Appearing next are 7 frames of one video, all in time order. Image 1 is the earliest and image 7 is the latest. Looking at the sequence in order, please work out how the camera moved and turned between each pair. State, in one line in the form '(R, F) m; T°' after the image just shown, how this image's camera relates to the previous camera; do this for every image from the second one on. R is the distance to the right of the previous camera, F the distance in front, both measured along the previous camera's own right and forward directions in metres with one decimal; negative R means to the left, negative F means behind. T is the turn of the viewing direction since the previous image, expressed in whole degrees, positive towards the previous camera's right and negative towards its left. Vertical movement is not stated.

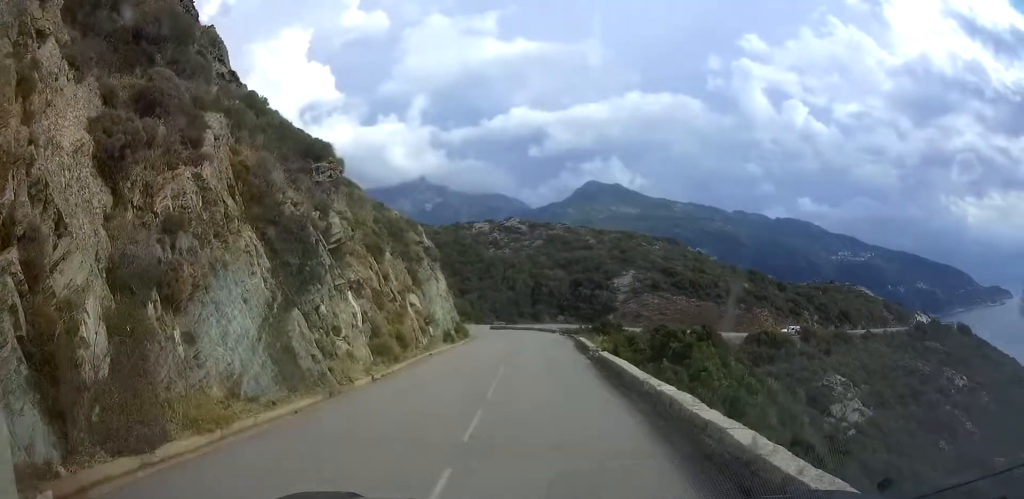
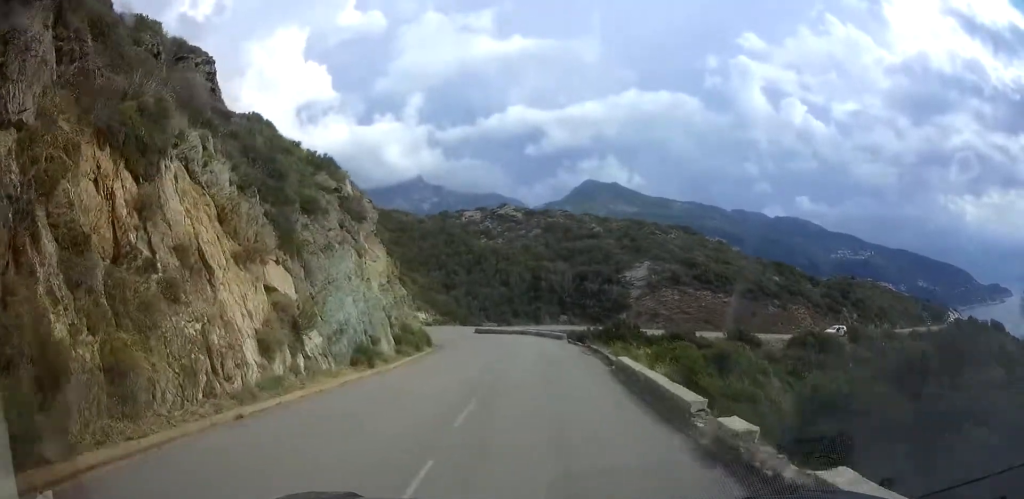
(+0.2, +17.3) m; -3°
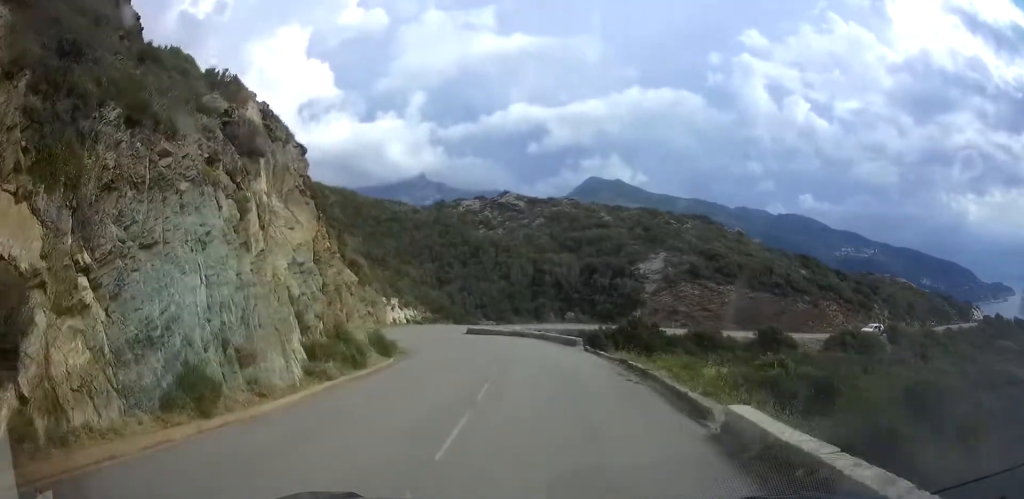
(-0.5, +10.0) m; -7°
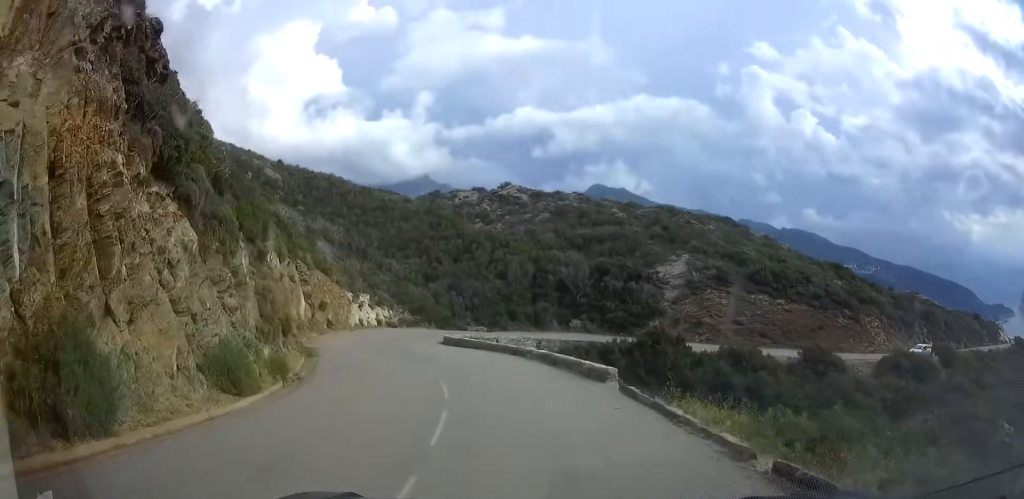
(-1.0, +12.1) m; -7°
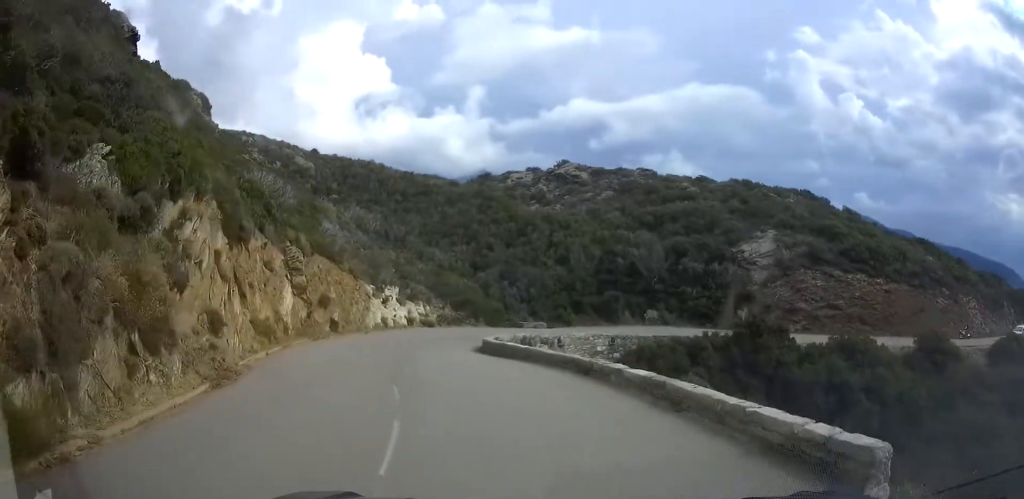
(-0.2, +11.0) m; -4°
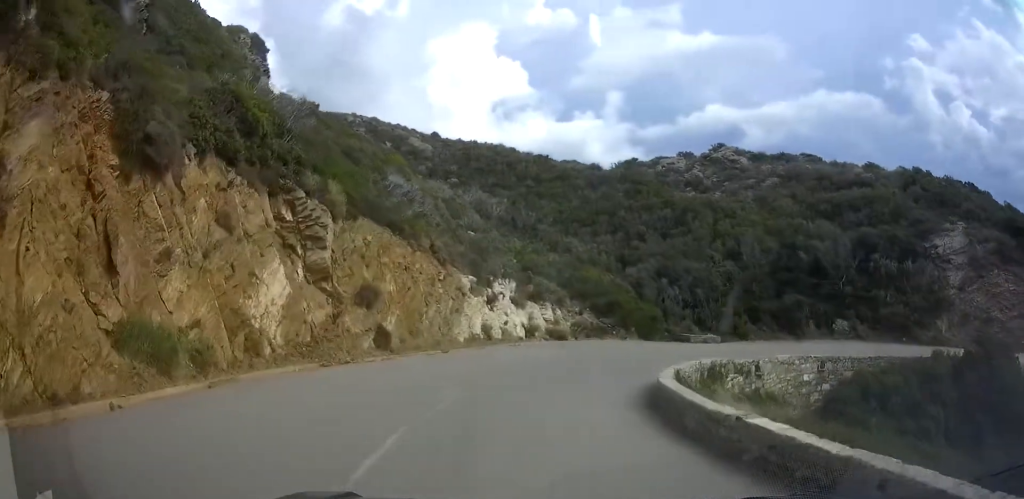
(-0.9, +13.9) m; -4°
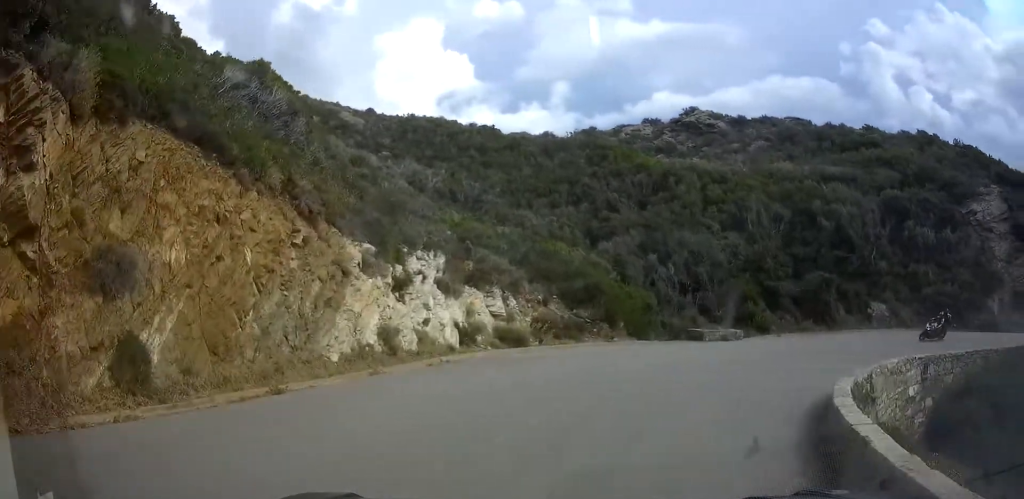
(+0.9, +10.6) m; +17°
